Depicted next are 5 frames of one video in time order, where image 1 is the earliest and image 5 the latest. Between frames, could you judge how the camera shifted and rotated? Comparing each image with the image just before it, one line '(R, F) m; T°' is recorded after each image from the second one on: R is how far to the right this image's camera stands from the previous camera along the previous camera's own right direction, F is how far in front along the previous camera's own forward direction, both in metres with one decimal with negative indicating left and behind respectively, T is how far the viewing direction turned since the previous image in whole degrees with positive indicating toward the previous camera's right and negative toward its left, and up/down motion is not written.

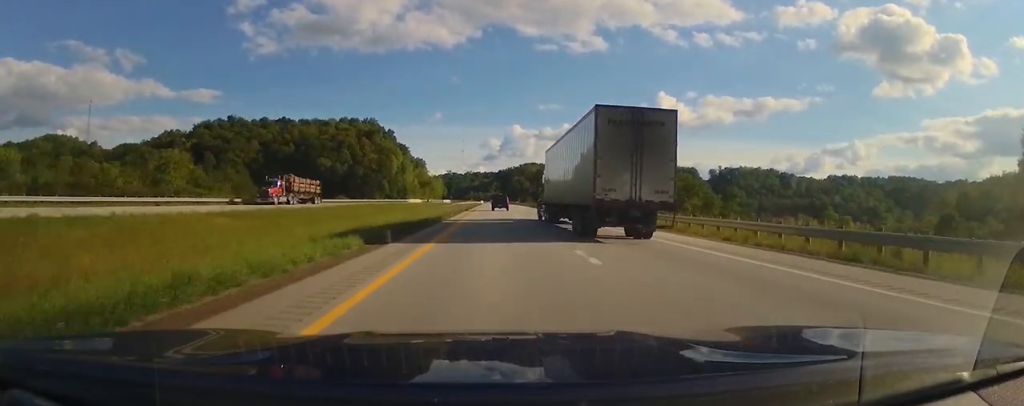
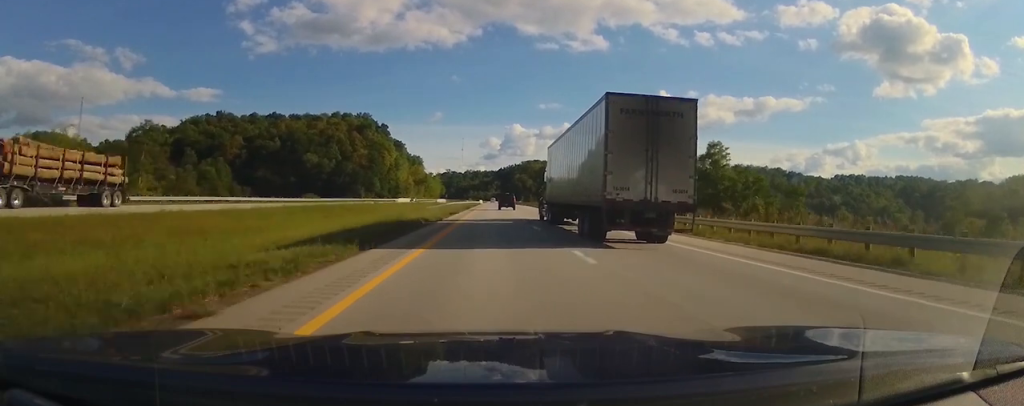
(0.0, +24.4) m; 0°
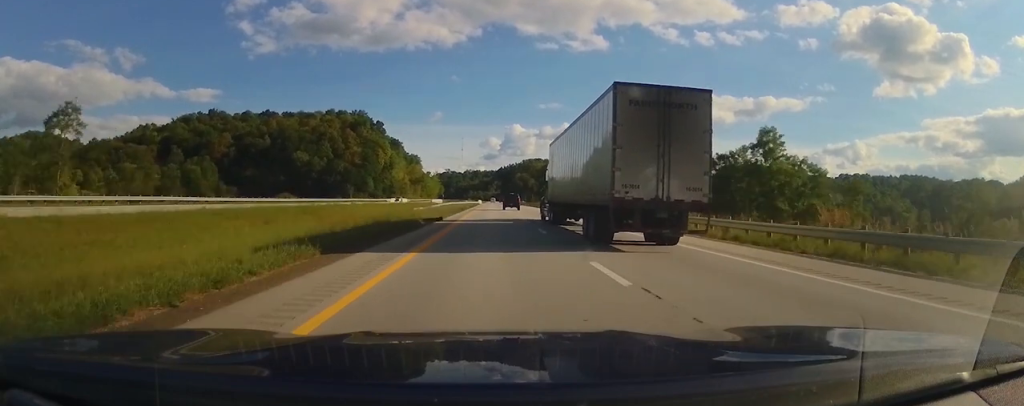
(0.0, +15.1) m; 0°
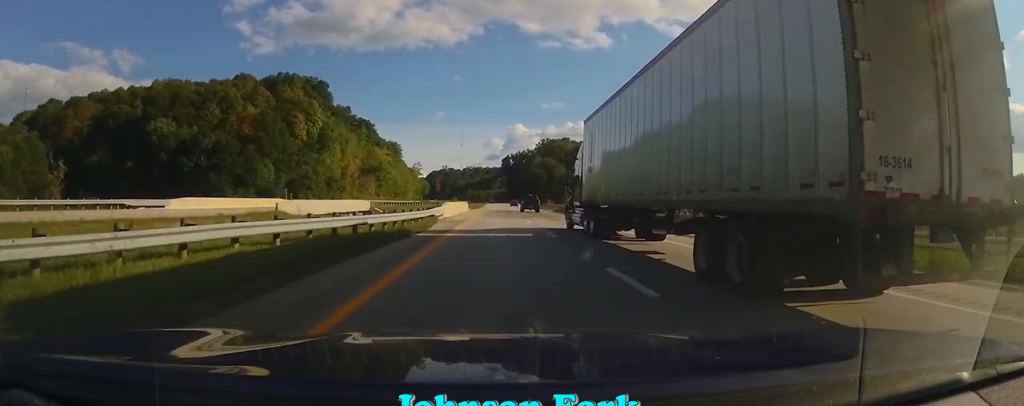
(-1.8, +123.0) m; -1°
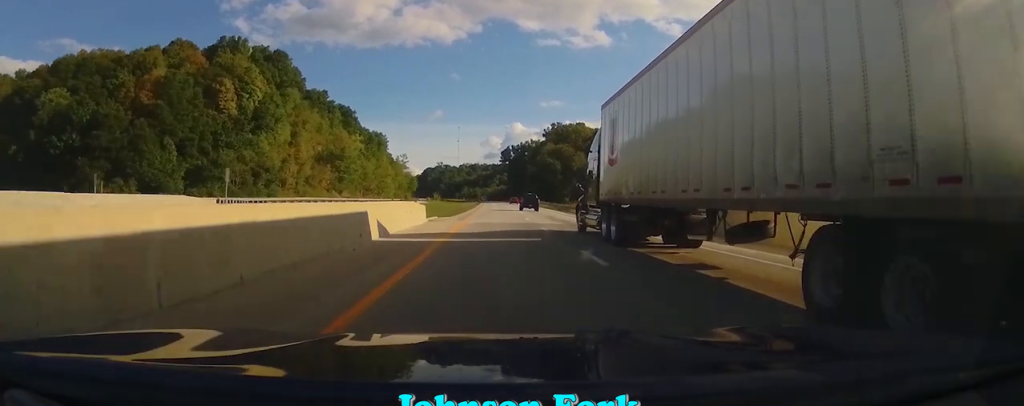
(+0.2, +45.5) m; +1°
